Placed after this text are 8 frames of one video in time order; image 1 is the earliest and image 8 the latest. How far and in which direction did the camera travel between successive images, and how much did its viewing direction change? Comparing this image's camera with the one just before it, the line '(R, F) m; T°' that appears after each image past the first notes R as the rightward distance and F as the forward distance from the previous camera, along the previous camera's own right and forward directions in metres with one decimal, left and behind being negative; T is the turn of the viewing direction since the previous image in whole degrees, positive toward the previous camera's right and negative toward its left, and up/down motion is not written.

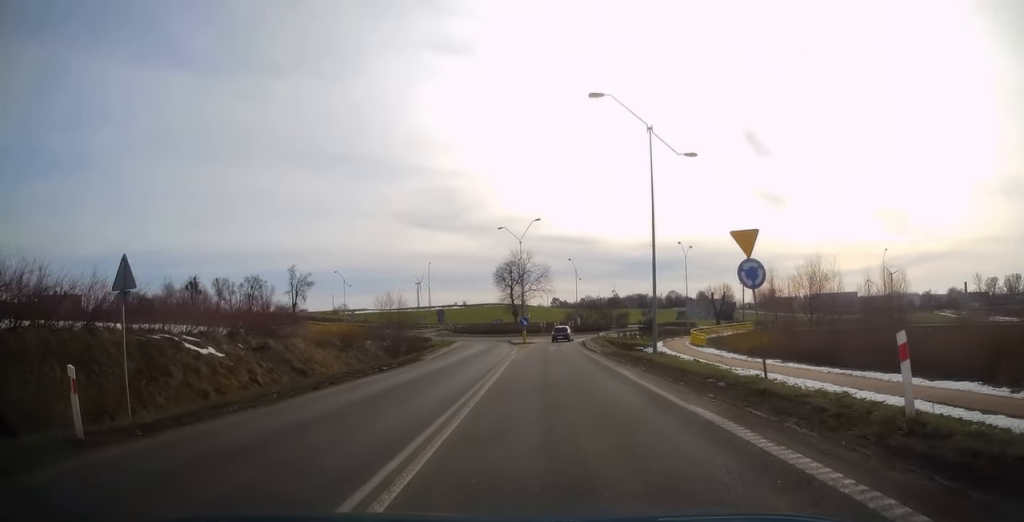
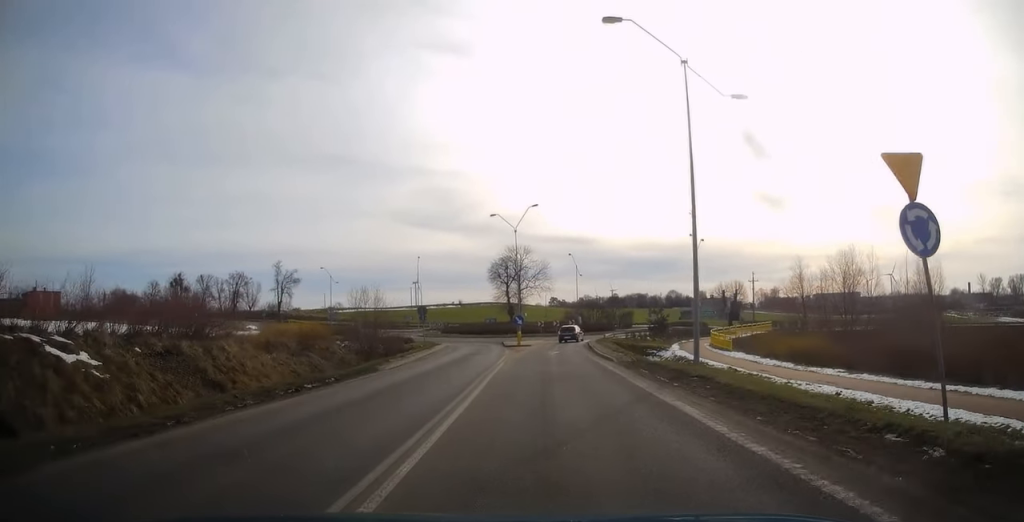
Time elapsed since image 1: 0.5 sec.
(0.0, +7.9) m; 0°
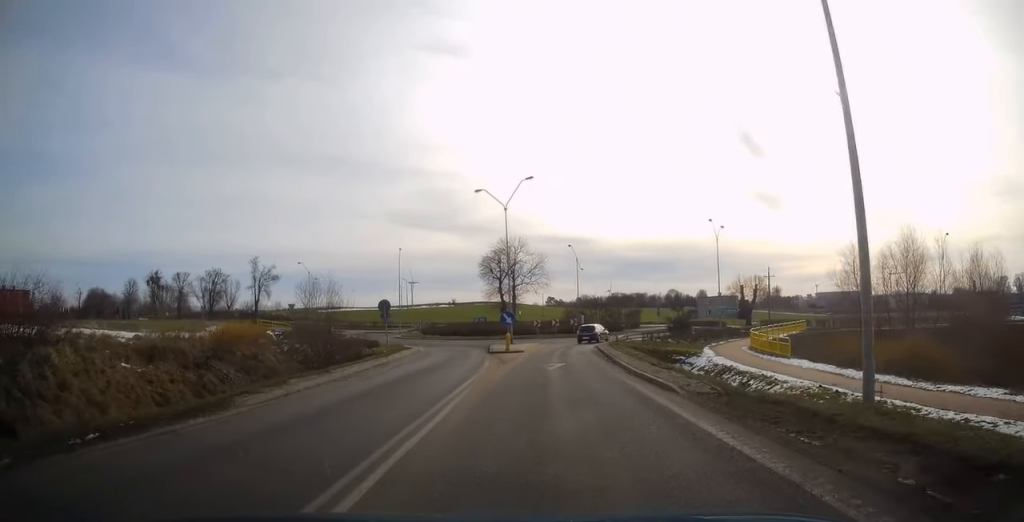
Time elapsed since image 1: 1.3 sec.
(0.0, +11.0) m; 0°
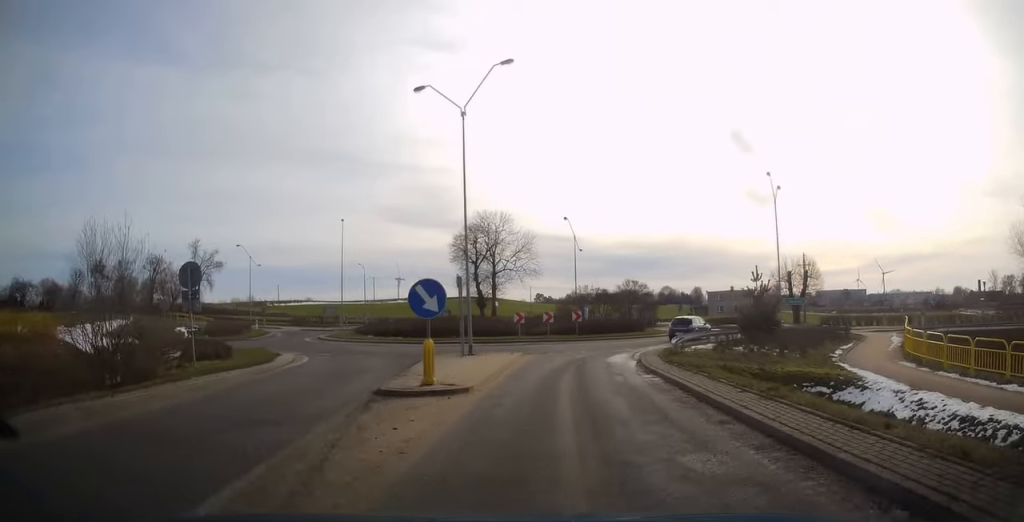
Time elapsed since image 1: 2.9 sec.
(+0.2, +21.9) m; +2°
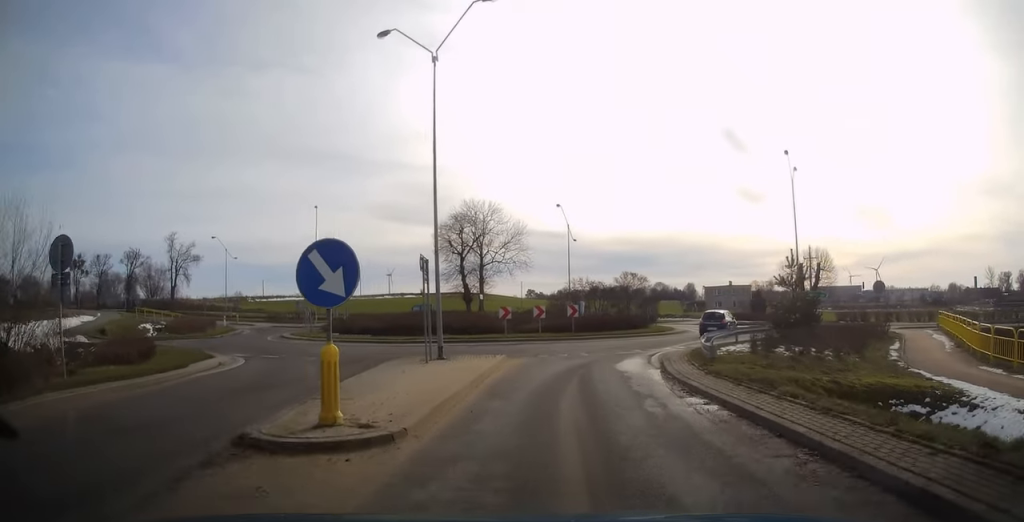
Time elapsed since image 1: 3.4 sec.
(+0.1, +5.8) m; +1°
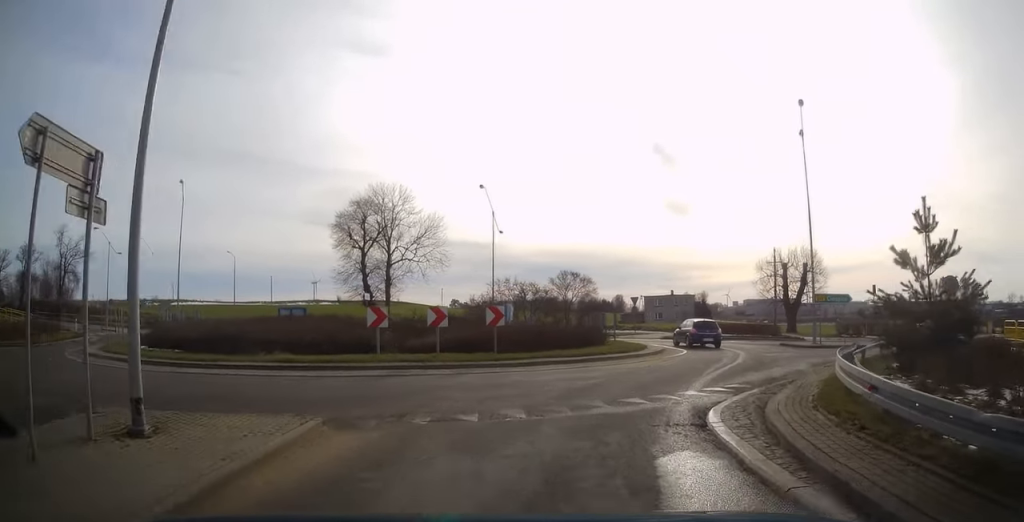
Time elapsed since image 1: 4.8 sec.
(+0.3, +14.2) m; +5°
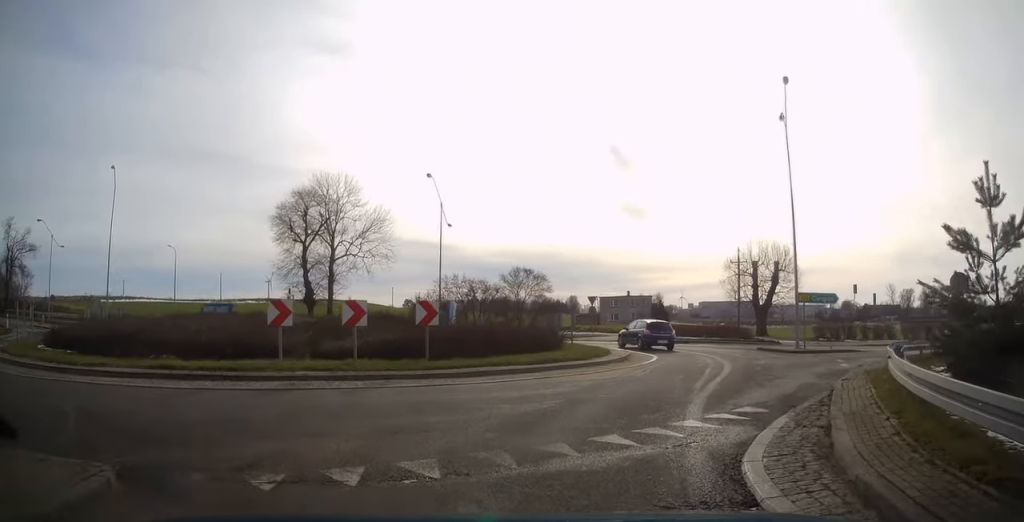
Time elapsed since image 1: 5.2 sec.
(+0.2, +3.7) m; +4°
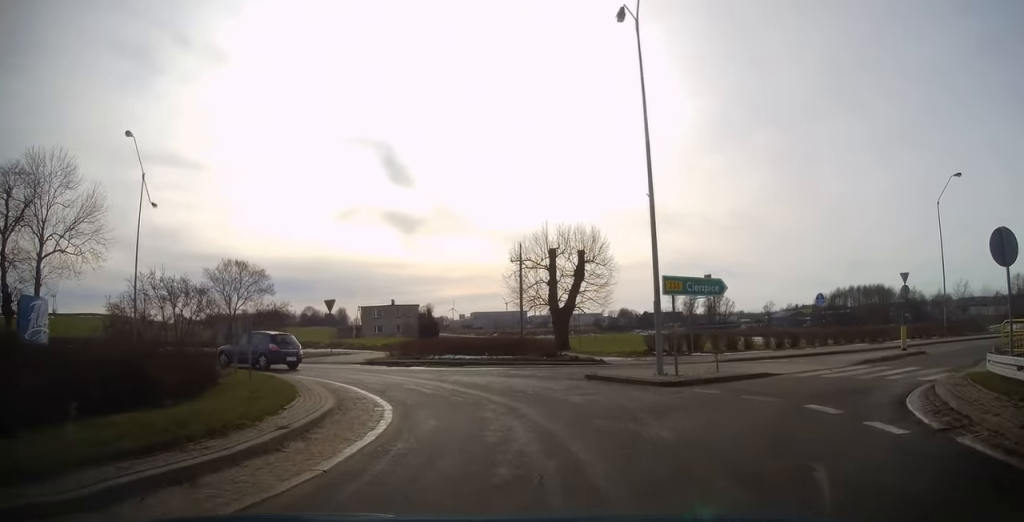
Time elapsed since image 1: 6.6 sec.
(+1.6, +12.9) m; +15°
